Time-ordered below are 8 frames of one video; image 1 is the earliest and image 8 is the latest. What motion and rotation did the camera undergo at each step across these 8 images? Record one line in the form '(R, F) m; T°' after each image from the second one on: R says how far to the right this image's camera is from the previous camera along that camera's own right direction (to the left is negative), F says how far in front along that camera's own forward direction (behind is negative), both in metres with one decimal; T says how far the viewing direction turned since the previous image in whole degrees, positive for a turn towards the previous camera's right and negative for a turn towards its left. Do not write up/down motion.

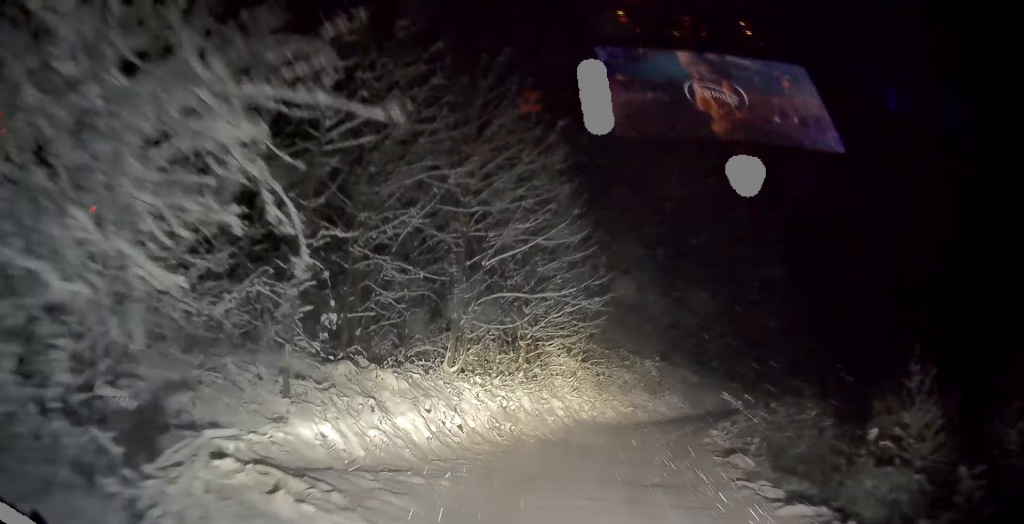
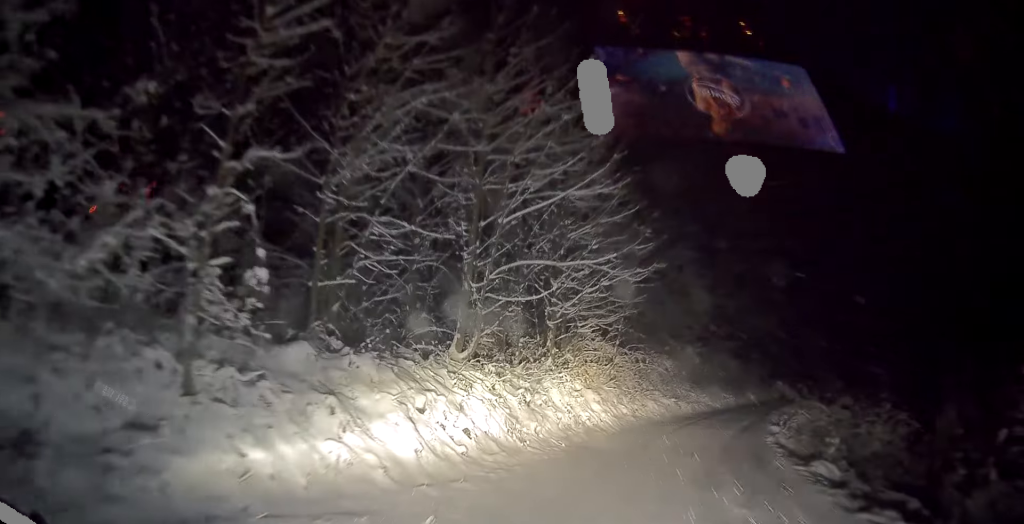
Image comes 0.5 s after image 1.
(0.0, +2.9) m; +3°
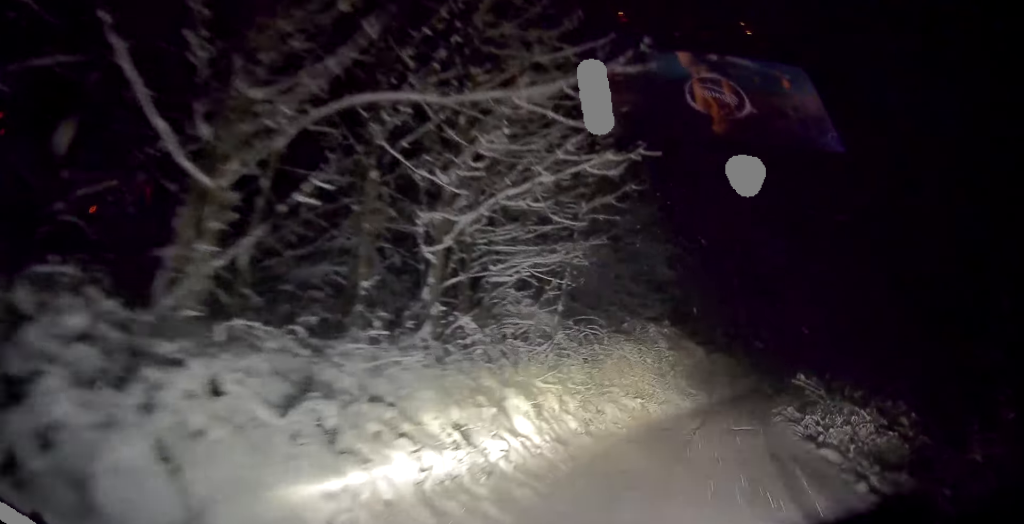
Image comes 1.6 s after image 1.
(+0.4, +6.9) m; +8°
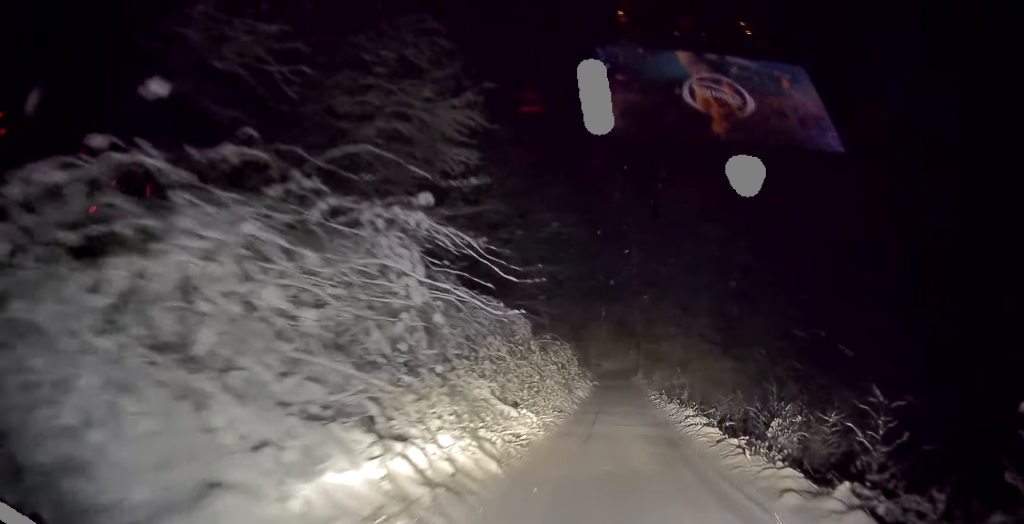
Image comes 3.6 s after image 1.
(+1.8, +13.1) m; +15°
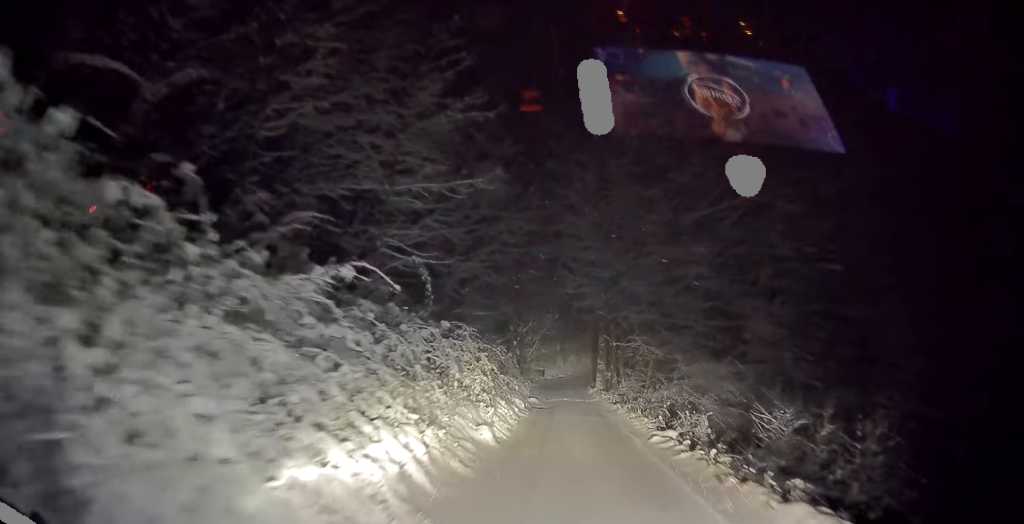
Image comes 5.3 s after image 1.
(+0.5, +11.8) m; +2°
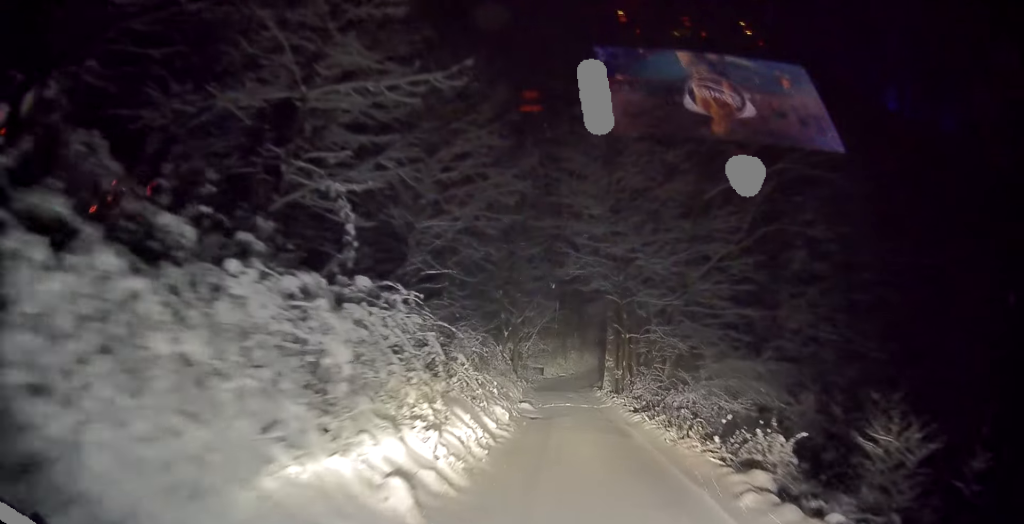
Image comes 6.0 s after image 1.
(0.0, +4.5) m; -1°
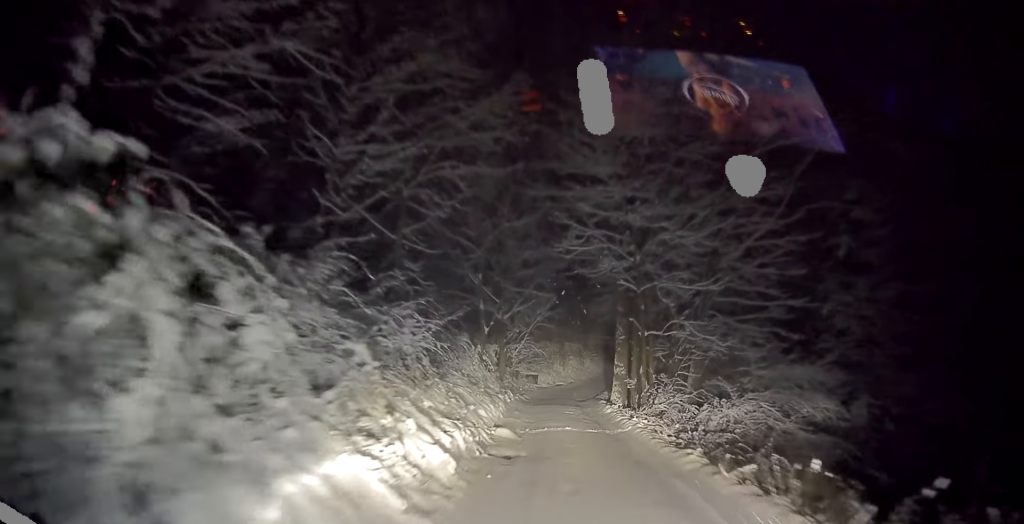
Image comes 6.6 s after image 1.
(-0.1, +5.2) m; 0°
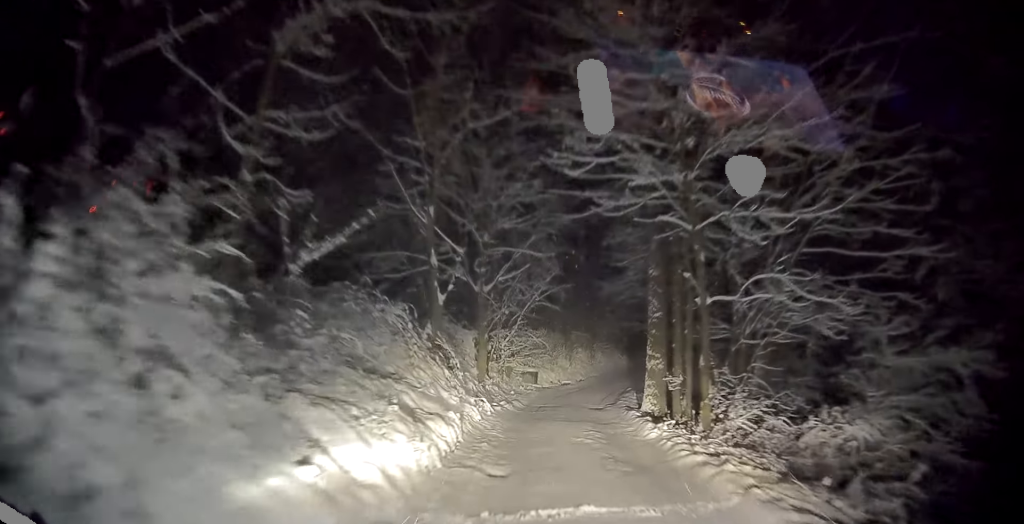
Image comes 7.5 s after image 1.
(0.0, +6.7) m; 0°
